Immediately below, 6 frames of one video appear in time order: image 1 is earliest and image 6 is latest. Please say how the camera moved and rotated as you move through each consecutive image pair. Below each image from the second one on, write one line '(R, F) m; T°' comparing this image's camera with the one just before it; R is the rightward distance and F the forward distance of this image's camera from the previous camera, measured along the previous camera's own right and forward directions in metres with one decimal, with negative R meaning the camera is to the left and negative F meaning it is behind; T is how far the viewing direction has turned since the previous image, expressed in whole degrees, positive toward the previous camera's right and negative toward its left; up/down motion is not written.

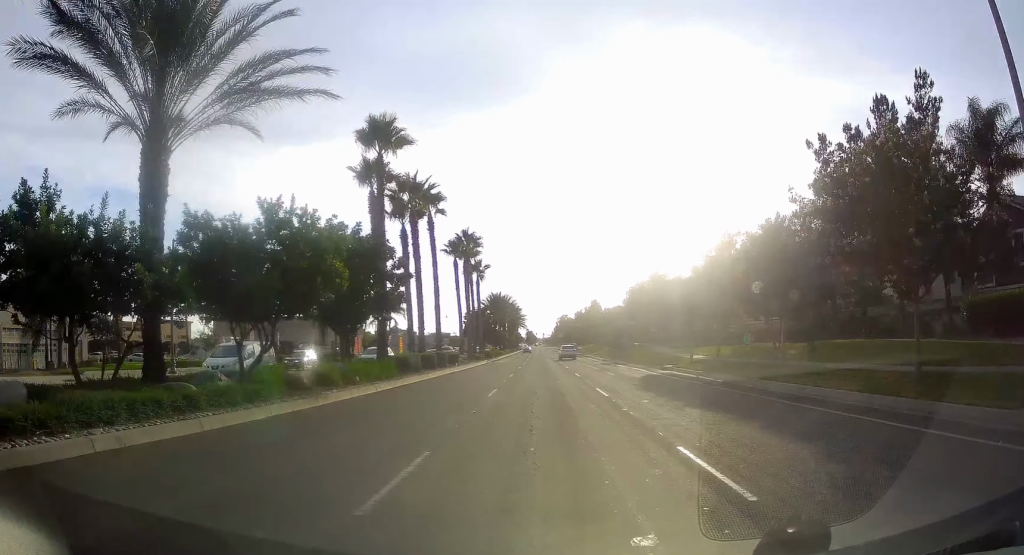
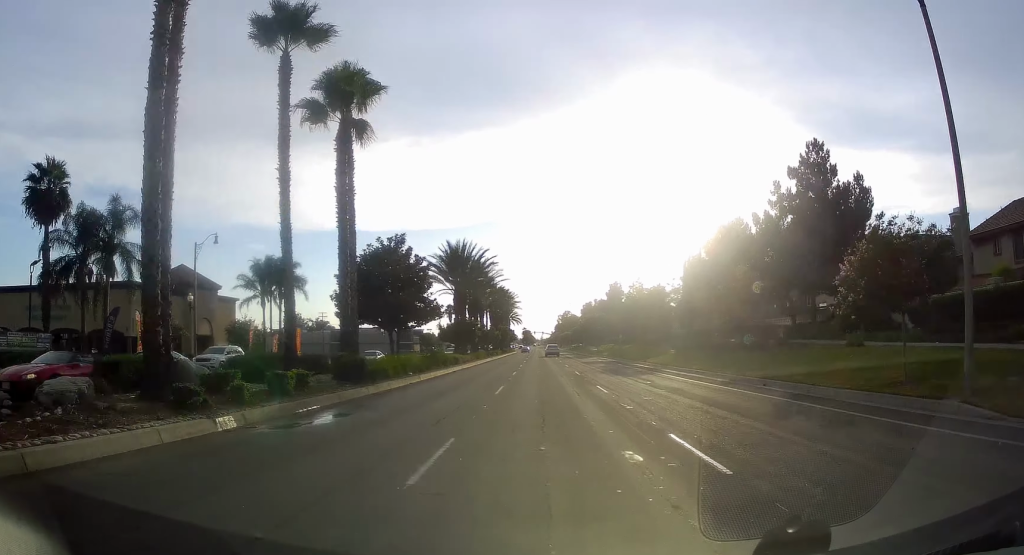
(+0.8, +56.4) m; 0°
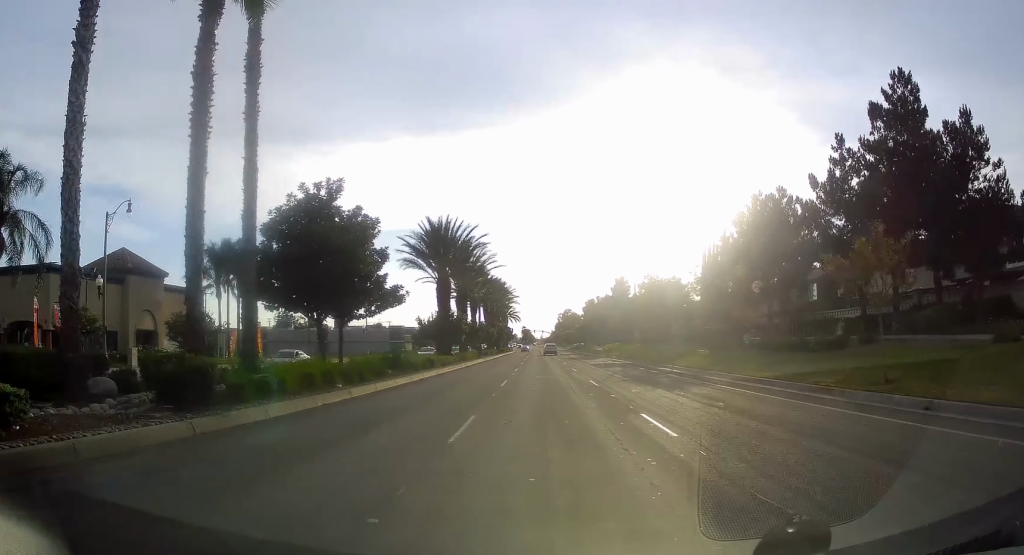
(-0.3, +11.2) m; 0°
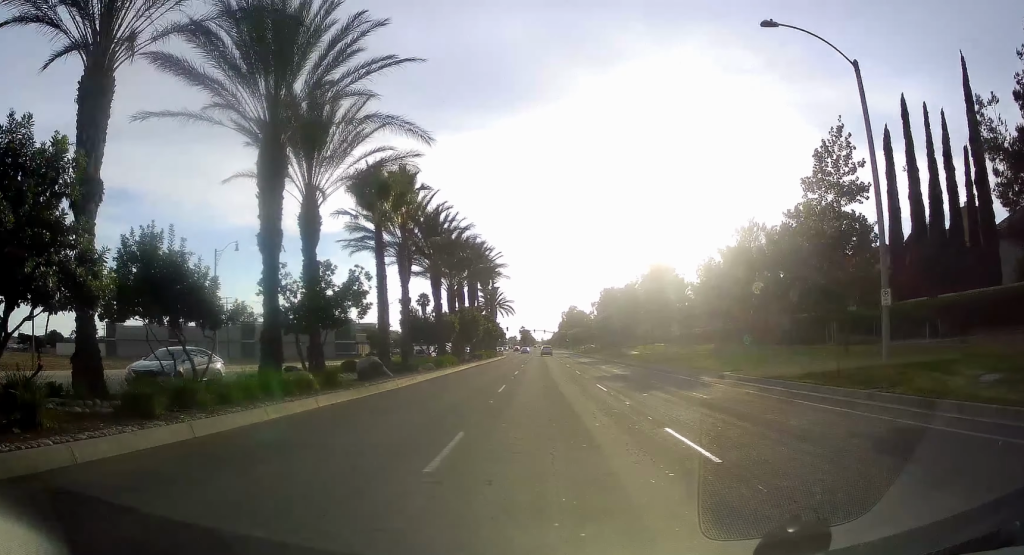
(-0.1, +46.4) m; 0°
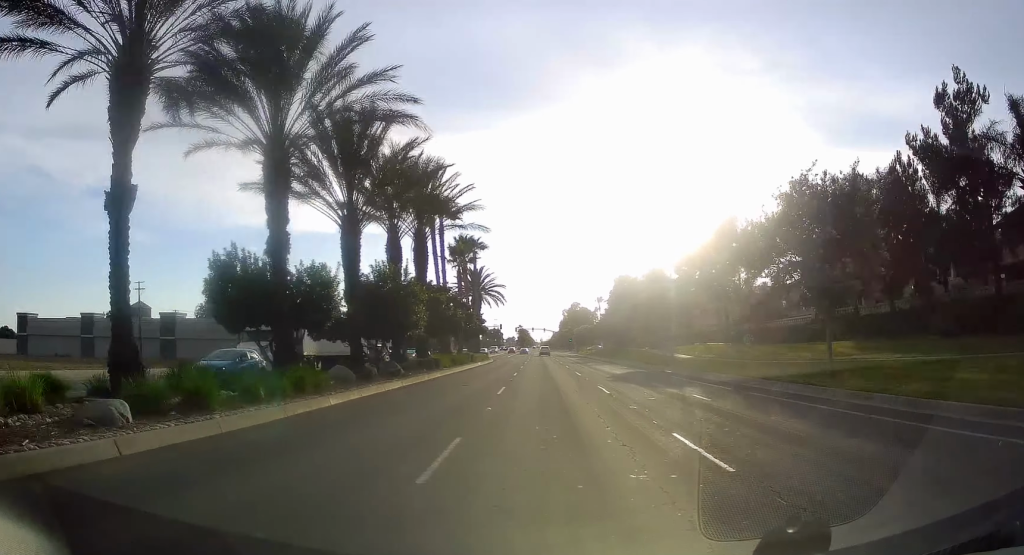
(+0.6, +29.9) m; +1°
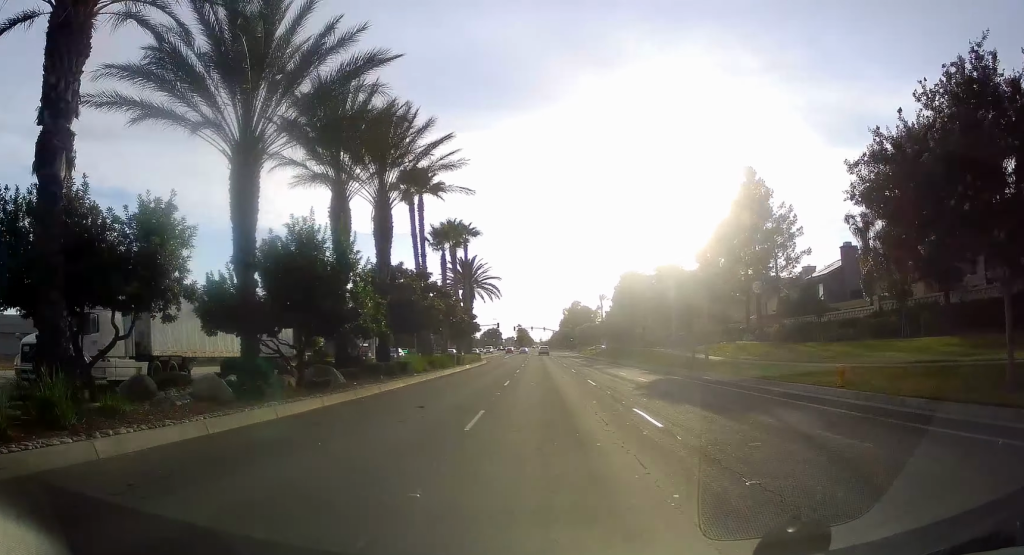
(0.0, +9.6) m; 0°
